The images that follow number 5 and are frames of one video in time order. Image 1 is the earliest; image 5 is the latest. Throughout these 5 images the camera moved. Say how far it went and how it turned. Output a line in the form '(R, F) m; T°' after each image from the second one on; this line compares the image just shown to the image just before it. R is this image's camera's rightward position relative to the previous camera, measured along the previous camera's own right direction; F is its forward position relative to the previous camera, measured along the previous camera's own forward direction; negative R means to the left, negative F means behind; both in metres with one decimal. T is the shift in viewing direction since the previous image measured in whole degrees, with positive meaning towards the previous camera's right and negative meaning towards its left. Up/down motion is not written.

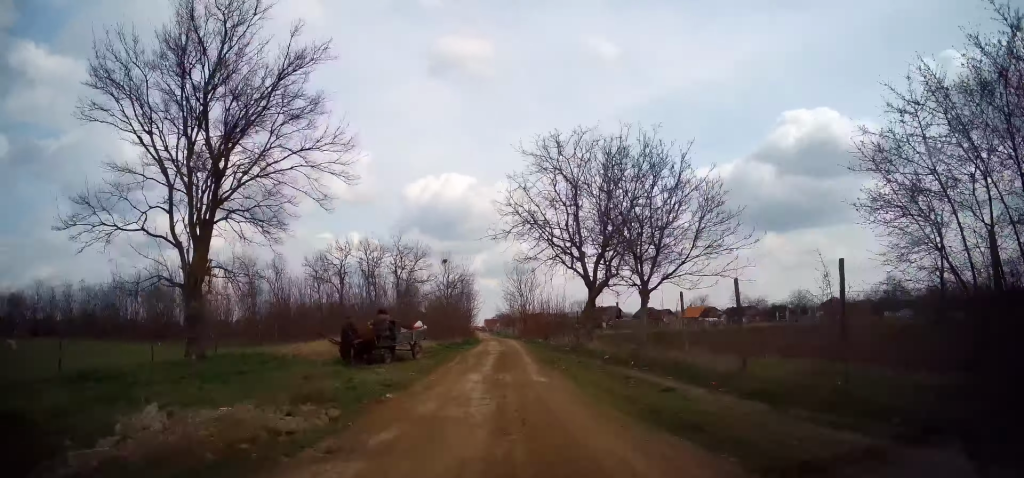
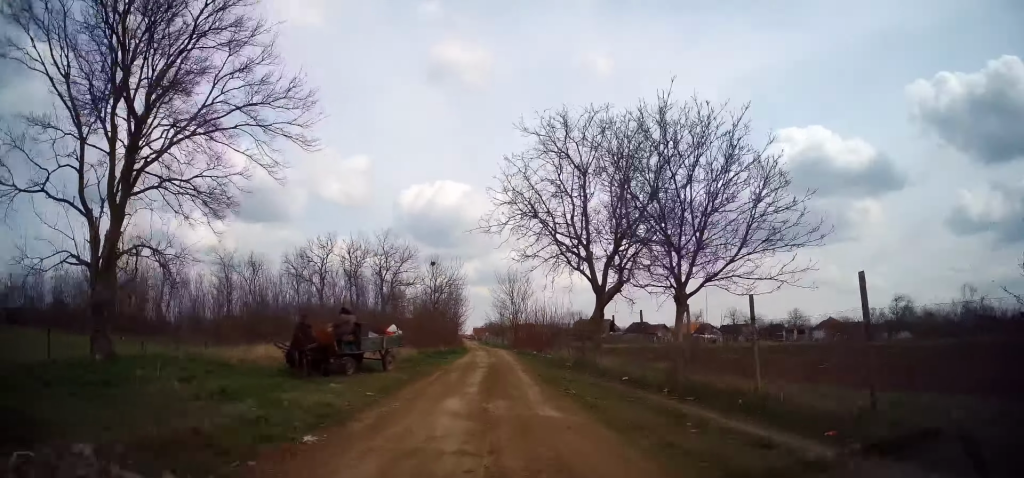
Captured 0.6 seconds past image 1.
(-0.1, +3.9) m; +3°
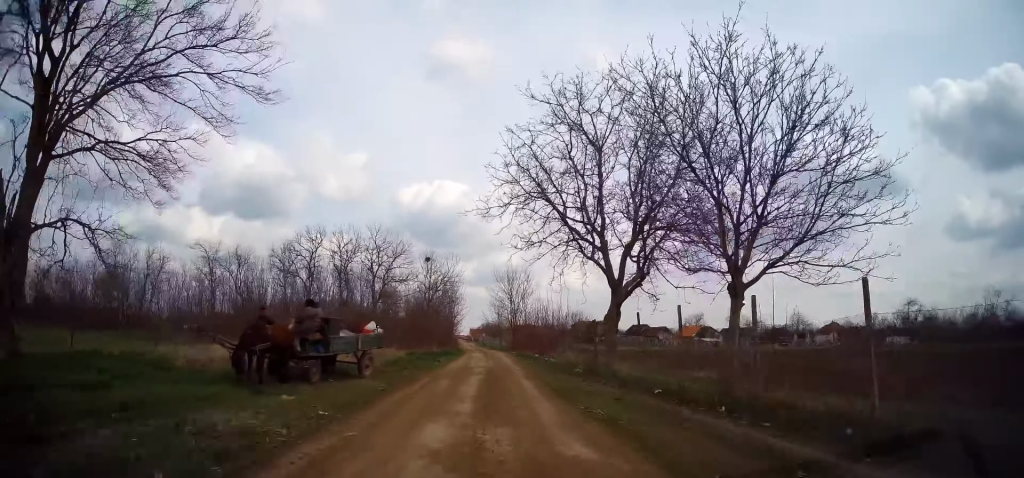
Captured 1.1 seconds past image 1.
(+0.2, +3.0) m; 0°
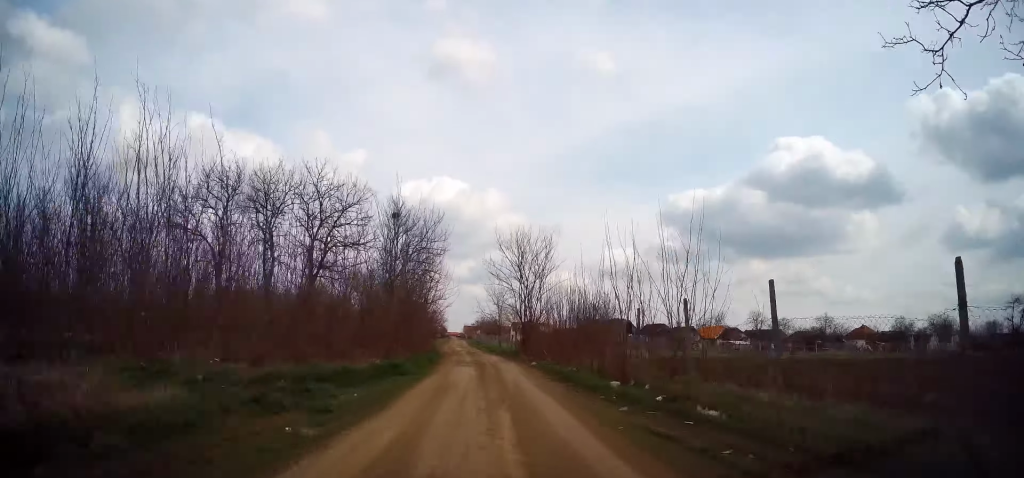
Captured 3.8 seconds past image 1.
(+0.2, +18.4) m; 0°
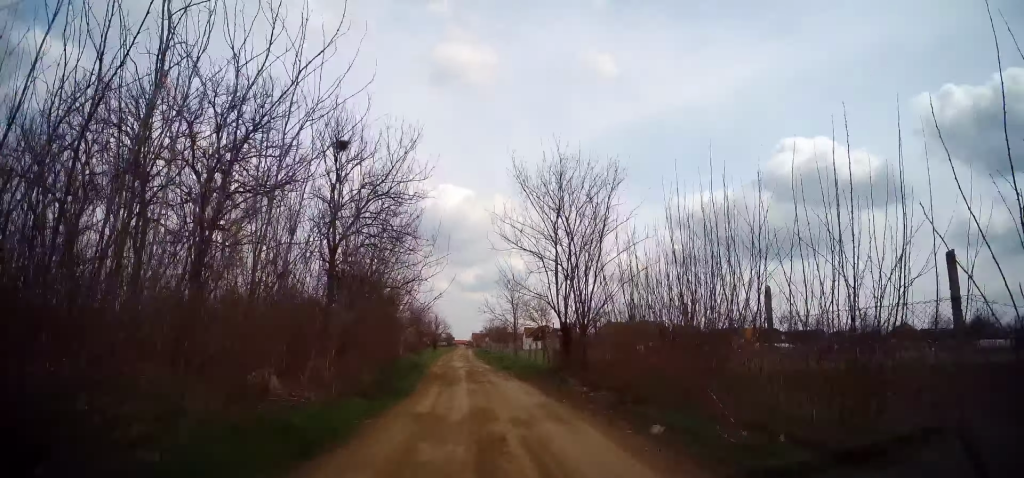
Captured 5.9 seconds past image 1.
(-0.1, +15.1) m; -1°
